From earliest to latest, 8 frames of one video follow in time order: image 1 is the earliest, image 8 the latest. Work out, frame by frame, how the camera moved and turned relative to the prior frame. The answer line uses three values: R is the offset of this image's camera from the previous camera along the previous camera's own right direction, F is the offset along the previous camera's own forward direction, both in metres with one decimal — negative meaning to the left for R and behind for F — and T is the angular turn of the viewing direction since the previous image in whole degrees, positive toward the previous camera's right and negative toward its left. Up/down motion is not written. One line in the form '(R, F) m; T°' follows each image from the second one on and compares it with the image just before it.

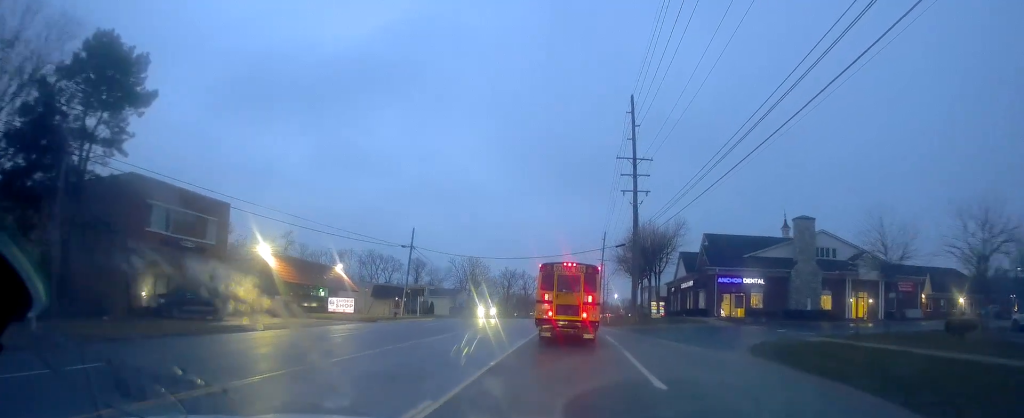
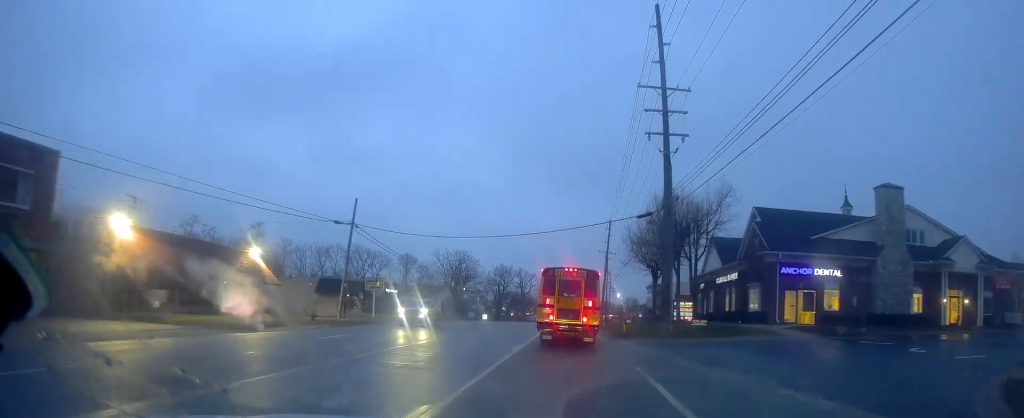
(+0.3, +16.4) m; +1°
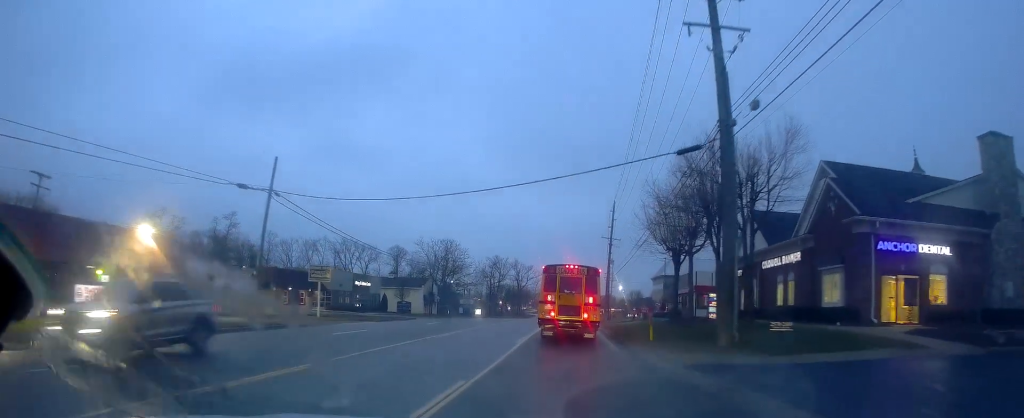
(+0.1, +12.5) m; +1°
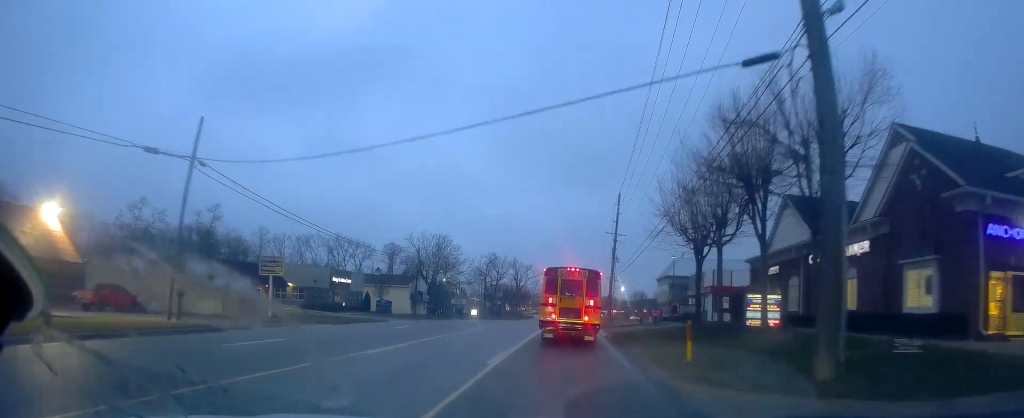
(+0.1, +7.7) m; 0°
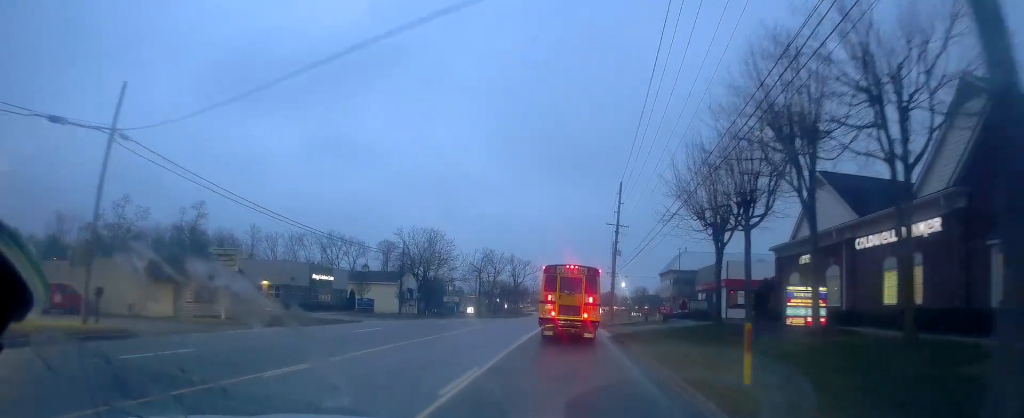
(0.0, +5.5) m; -1°
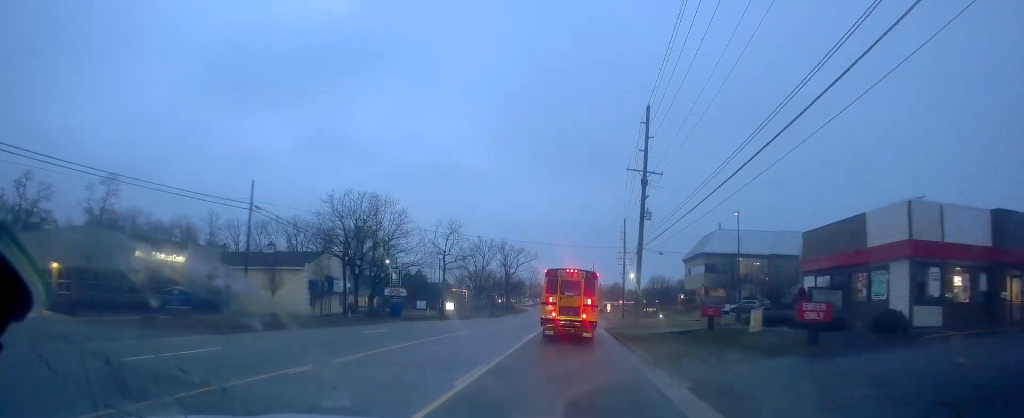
(-0.7, +29.7) m; -2°
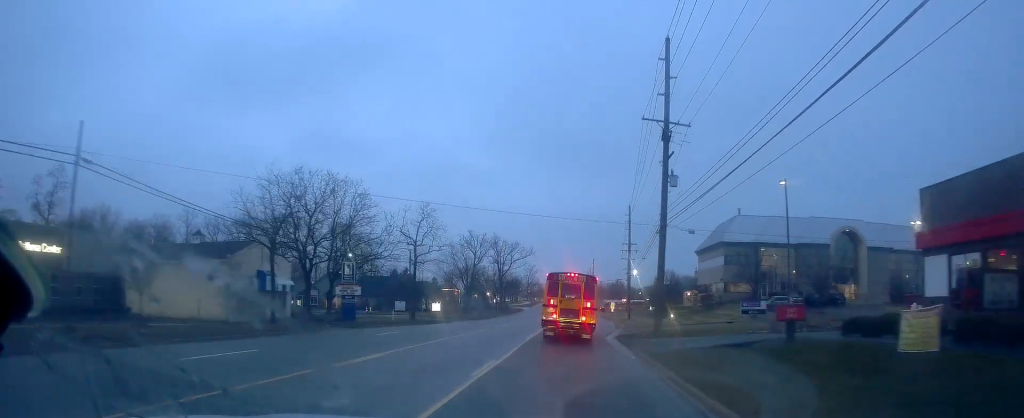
(-0.3, +13.1) m; 0°
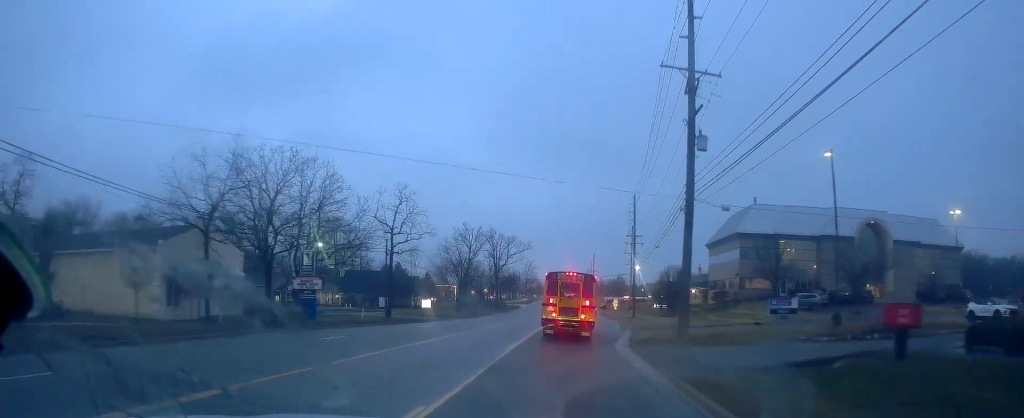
(-0.1, +7.8) m; +1°
